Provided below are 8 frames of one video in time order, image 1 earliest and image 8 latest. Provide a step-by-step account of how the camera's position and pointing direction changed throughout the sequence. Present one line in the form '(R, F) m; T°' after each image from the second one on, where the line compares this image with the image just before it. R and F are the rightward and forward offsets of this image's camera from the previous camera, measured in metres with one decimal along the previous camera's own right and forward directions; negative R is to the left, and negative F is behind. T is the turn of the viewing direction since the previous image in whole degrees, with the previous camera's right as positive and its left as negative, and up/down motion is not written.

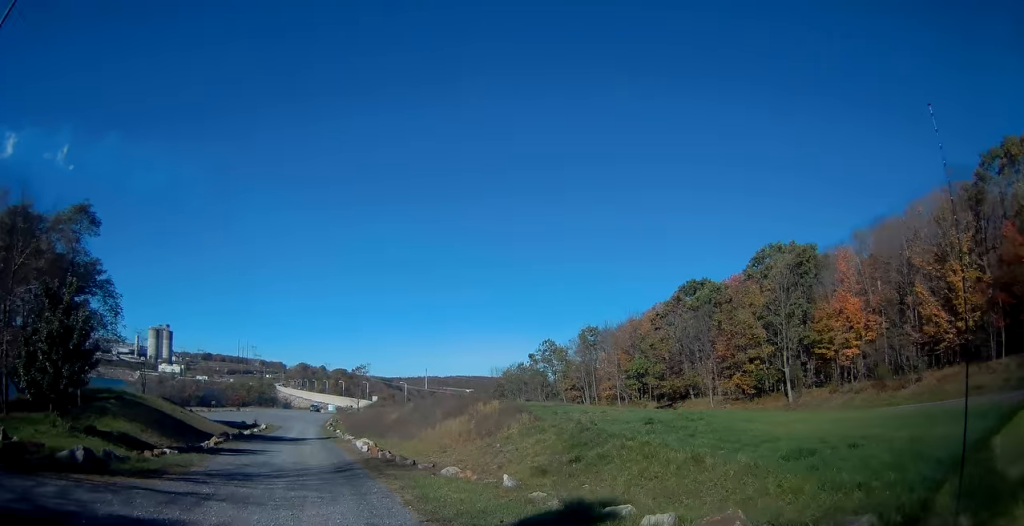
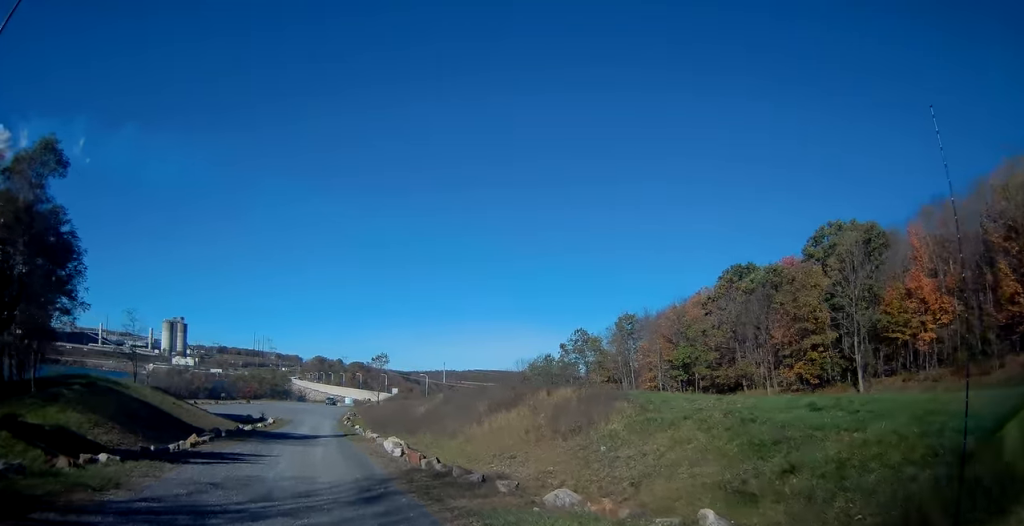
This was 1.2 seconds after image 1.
(0.0, +8.5) m; 0°
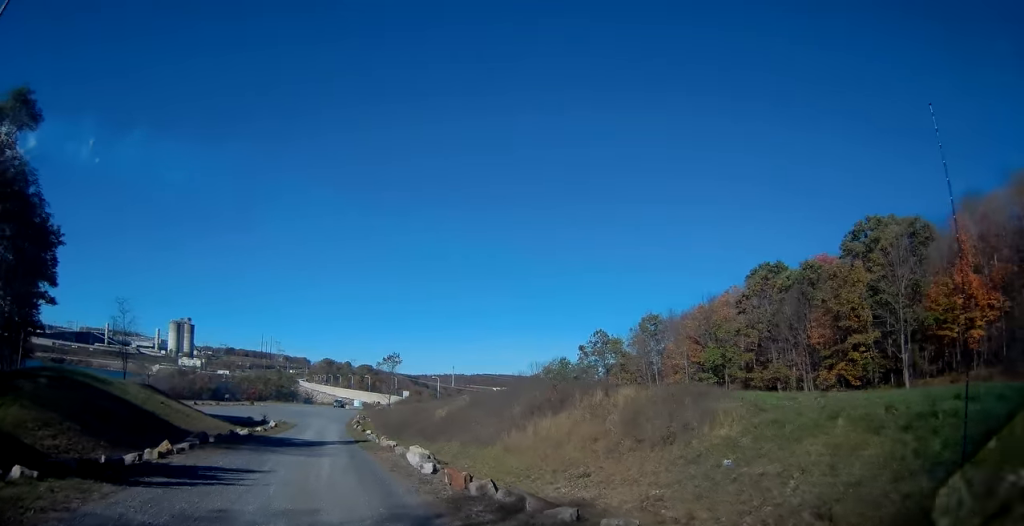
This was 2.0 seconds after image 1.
(0.0, +5.5) m; 0°
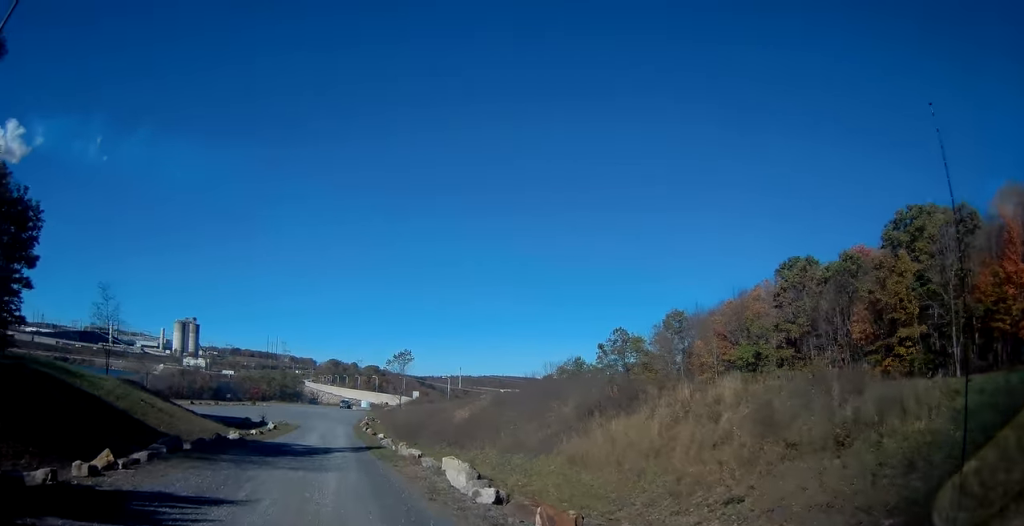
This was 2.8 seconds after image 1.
(0.0, +6.0) m; 0°
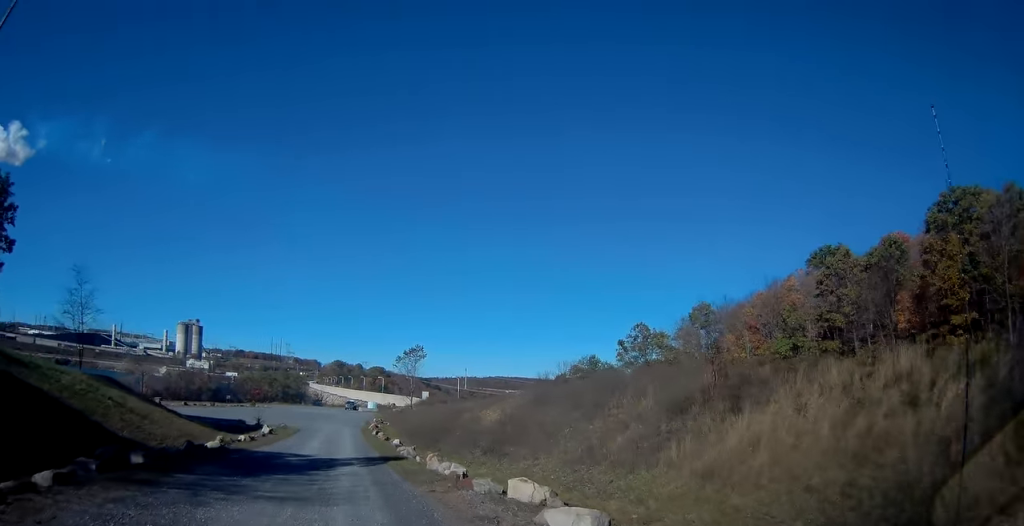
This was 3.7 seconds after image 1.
(0.0, +6.5) m; -2°
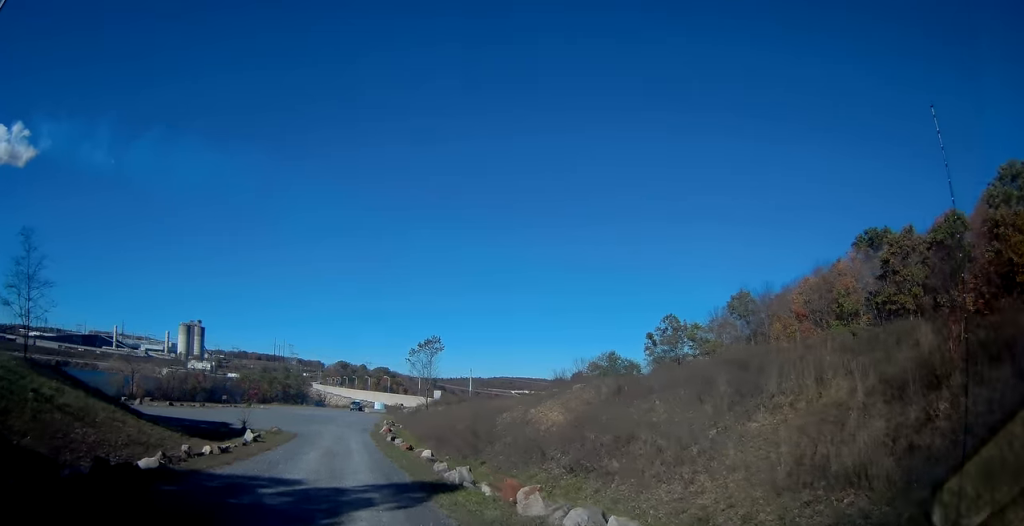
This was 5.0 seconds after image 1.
(-0.2, +9.2) m; -1°
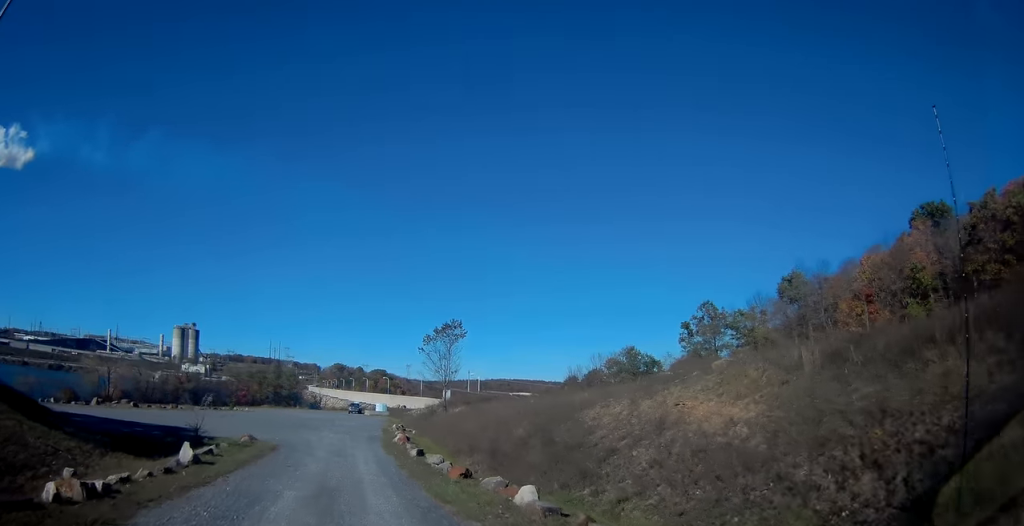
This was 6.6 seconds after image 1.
(+0.3, +12.6) m; +1°
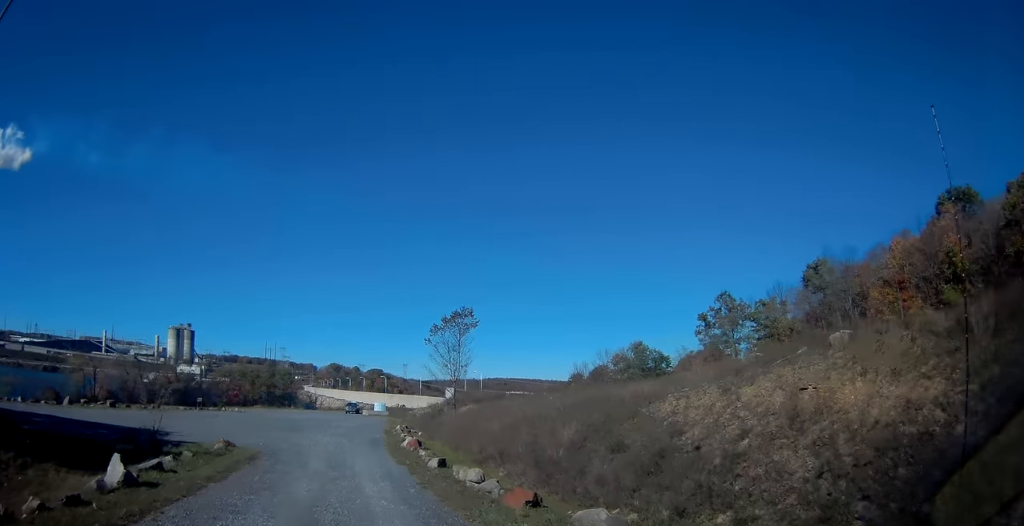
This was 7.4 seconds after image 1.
(-0.2, +6.0) m; 0°
